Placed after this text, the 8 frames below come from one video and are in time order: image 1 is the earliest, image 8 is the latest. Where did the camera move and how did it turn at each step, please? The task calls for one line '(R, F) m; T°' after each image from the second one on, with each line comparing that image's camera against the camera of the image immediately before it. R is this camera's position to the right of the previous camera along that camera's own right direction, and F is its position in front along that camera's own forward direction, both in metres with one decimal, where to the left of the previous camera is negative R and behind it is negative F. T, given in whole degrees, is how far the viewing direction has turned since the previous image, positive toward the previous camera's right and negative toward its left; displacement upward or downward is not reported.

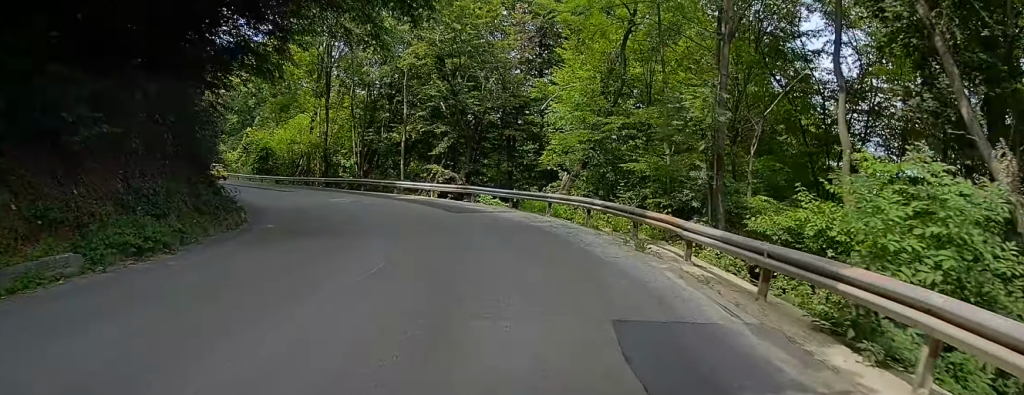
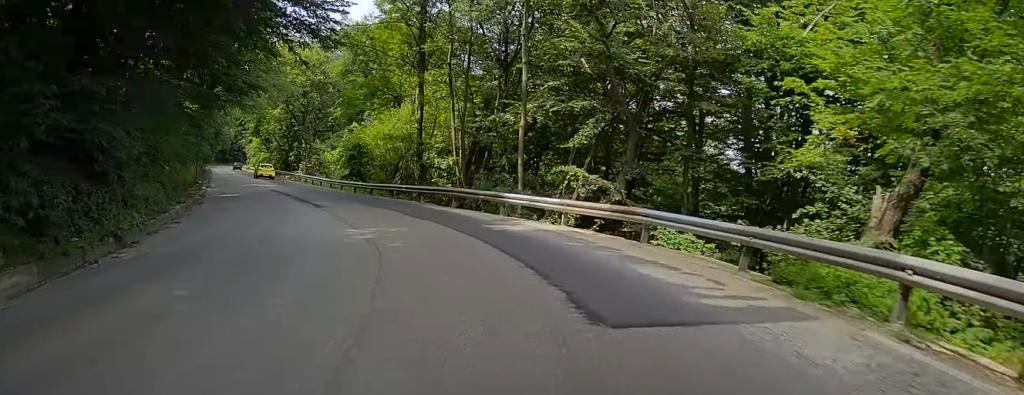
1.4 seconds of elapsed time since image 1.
(-1.5, +17.5) m; -15°
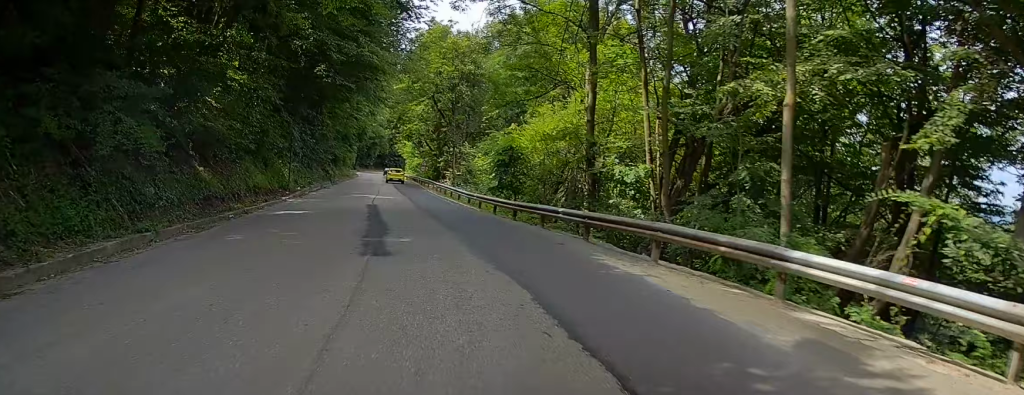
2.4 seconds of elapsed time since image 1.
(-1.6, +12.5) m; -13°
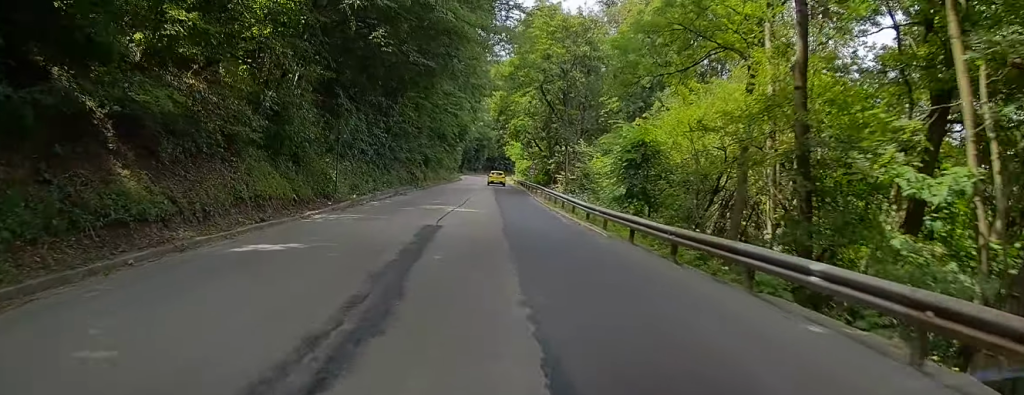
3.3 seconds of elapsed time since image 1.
(-0.9, +10.2) m; -3°
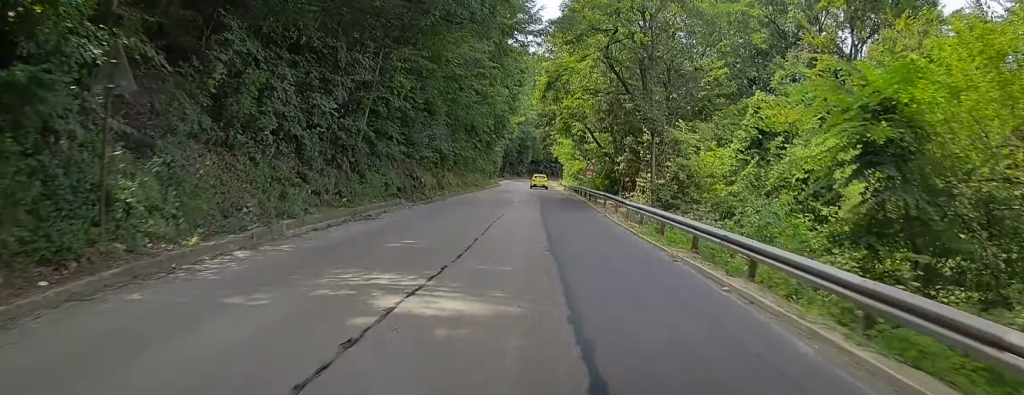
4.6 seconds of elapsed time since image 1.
(-0.3, +17.5) m; -4°
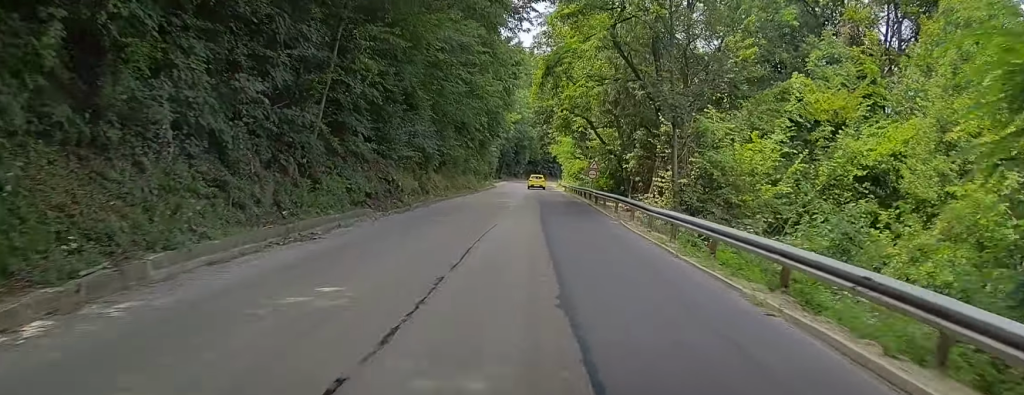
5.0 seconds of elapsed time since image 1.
(-0.2, +5.2) m; -2°
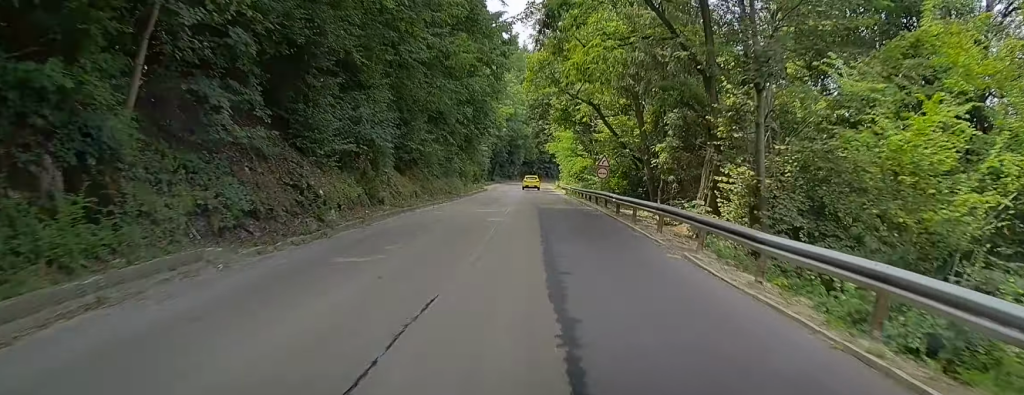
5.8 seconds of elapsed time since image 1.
(-0.3, +10.0) m; -2°
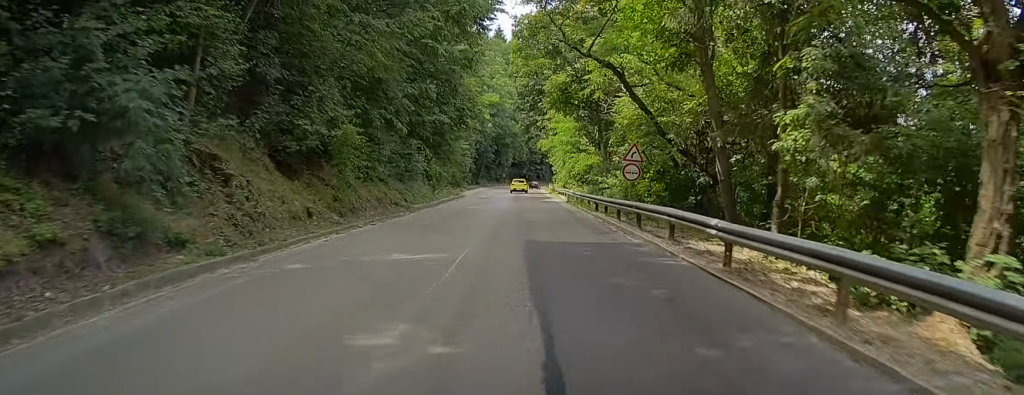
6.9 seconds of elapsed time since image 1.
(-0.2, +14.4) m; -1°
